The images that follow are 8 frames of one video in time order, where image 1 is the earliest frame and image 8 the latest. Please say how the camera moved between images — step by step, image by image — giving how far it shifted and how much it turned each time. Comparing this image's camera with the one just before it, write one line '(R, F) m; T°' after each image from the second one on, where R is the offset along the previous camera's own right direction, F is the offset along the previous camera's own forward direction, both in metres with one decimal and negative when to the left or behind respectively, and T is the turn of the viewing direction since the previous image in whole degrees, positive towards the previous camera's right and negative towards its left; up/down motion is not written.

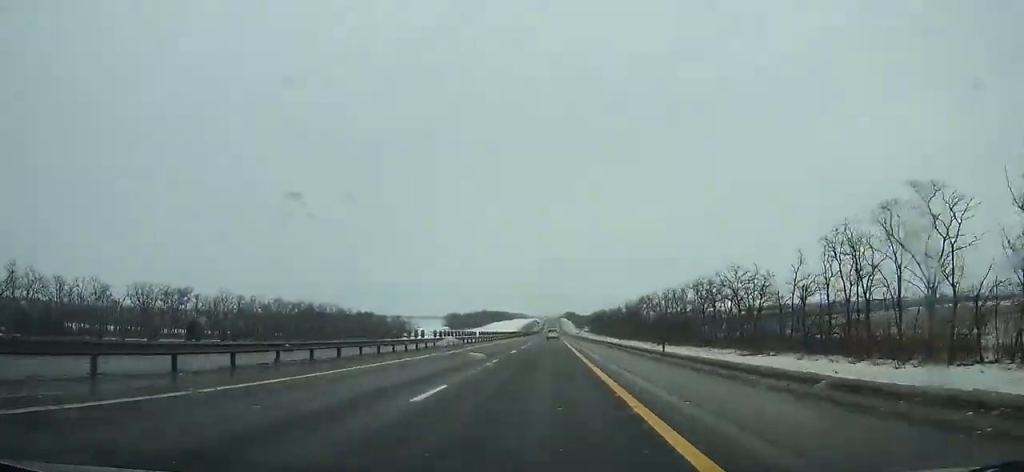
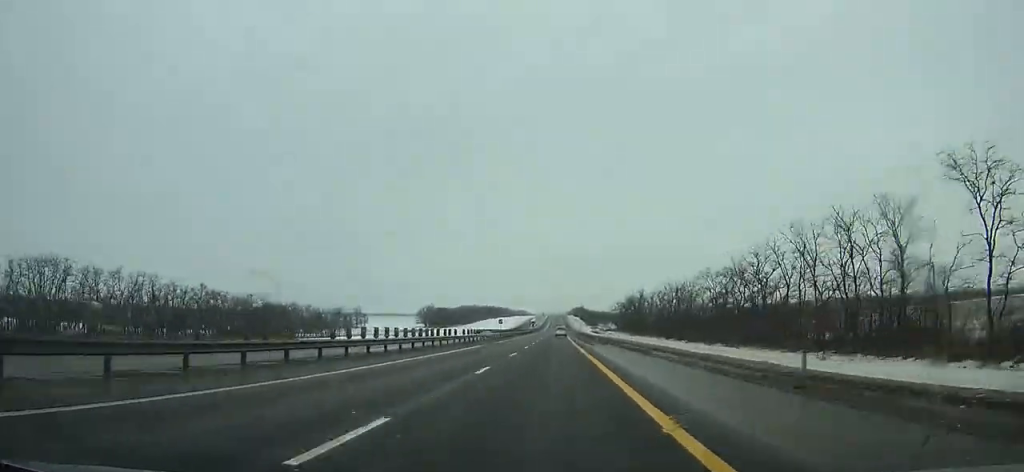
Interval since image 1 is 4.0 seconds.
(+0.1, +114.1) m; 0°
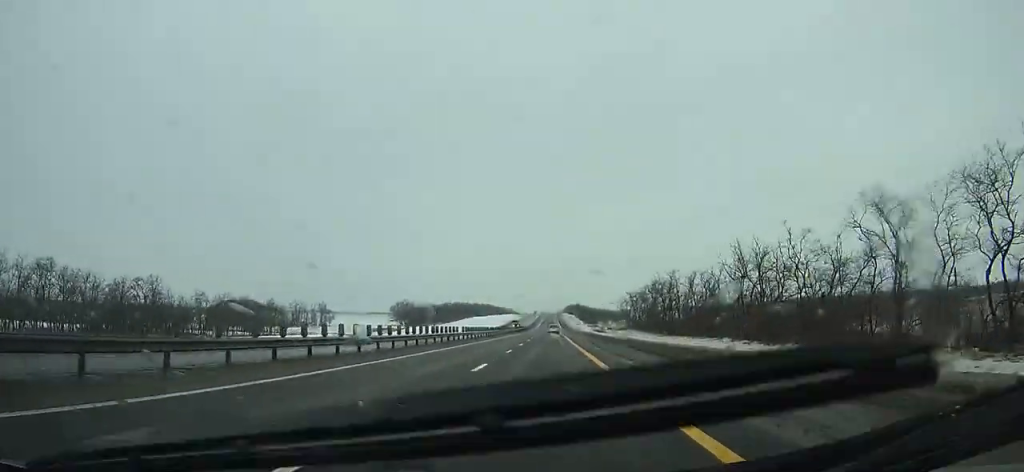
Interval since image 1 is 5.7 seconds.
(0.0, +48.8) m; 0°
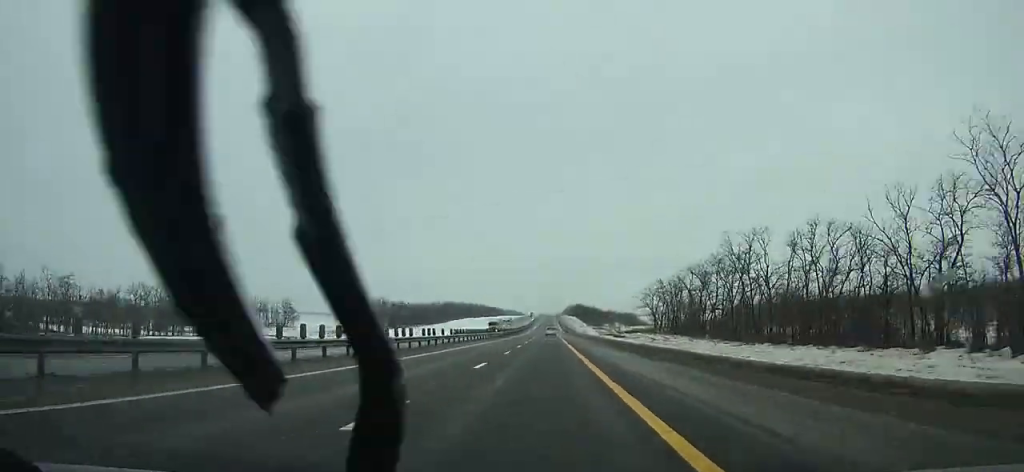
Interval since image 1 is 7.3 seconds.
(0.0, +46.4) m; 0°
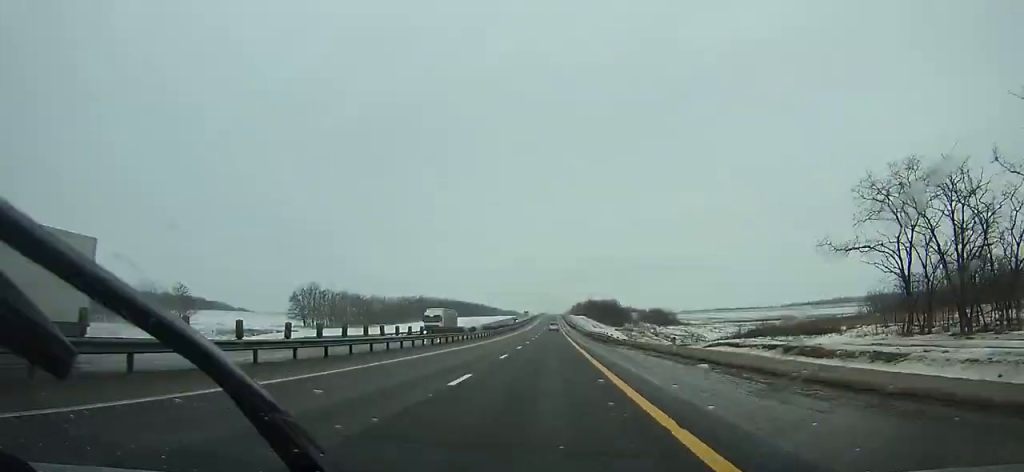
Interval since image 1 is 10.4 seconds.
(-0.1, +90.6) m; 0°
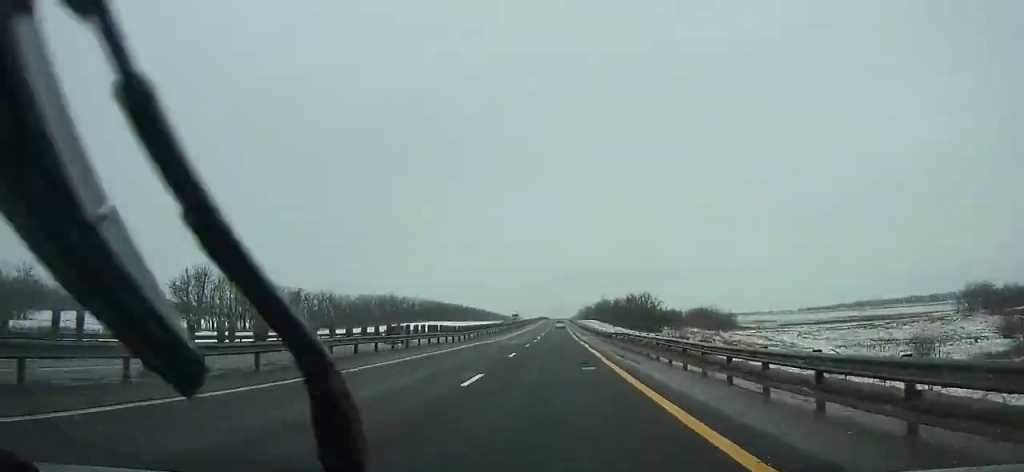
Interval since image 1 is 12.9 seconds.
(-0.1, +74.0) m; 0°
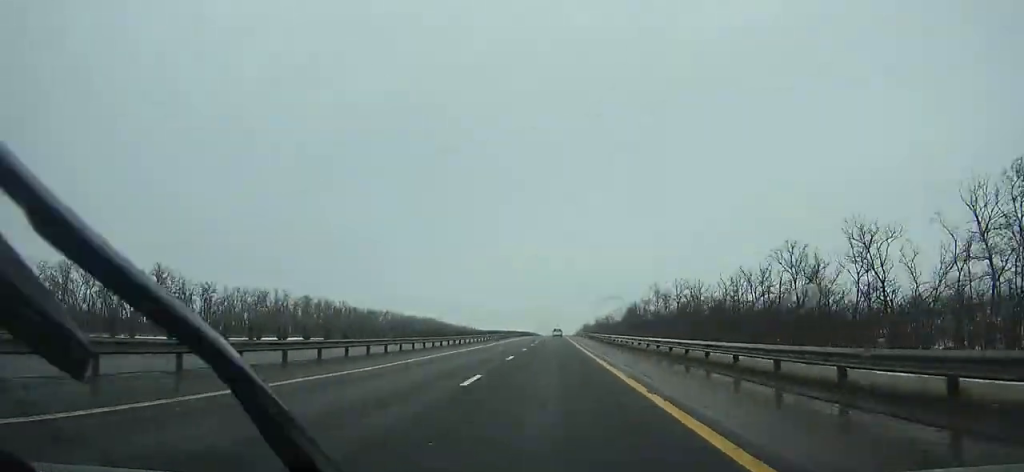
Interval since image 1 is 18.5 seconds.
(+0.9, +168.2) m; 0°
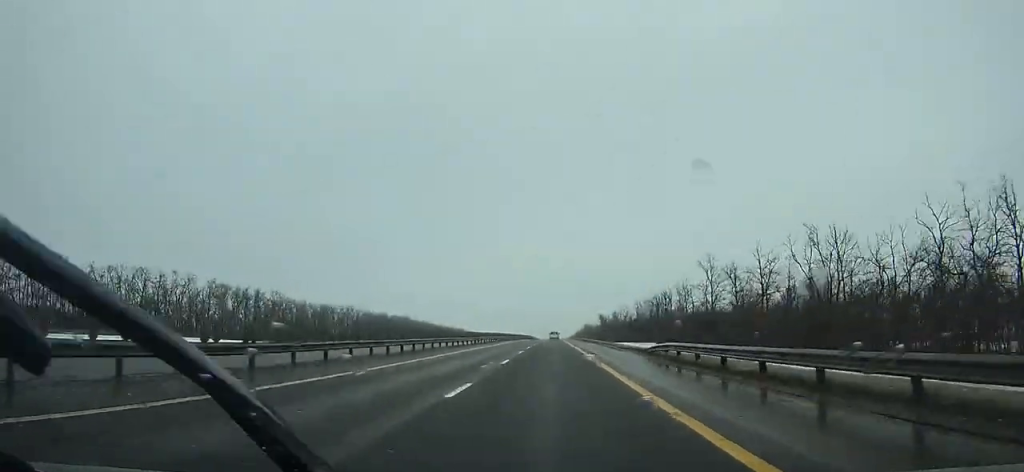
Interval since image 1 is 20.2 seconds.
(-0.1, +51.4) m; 0°
